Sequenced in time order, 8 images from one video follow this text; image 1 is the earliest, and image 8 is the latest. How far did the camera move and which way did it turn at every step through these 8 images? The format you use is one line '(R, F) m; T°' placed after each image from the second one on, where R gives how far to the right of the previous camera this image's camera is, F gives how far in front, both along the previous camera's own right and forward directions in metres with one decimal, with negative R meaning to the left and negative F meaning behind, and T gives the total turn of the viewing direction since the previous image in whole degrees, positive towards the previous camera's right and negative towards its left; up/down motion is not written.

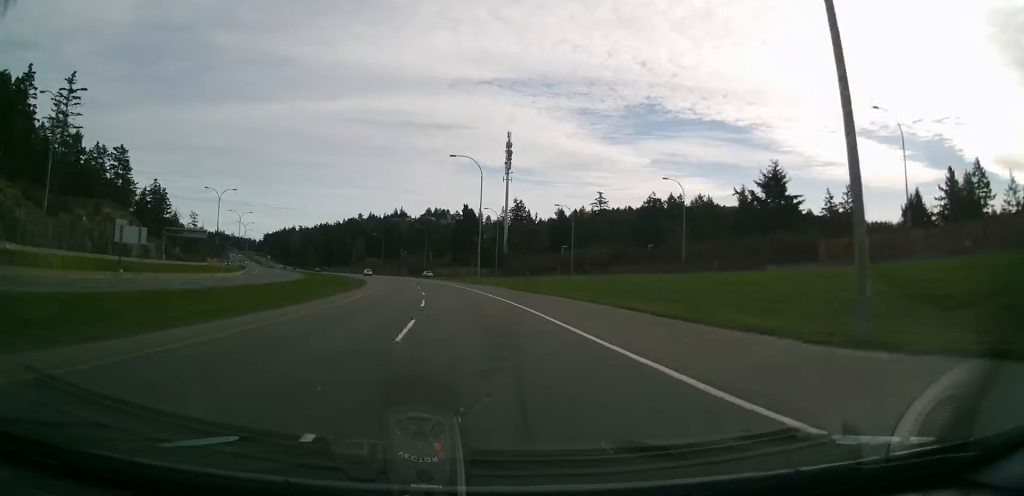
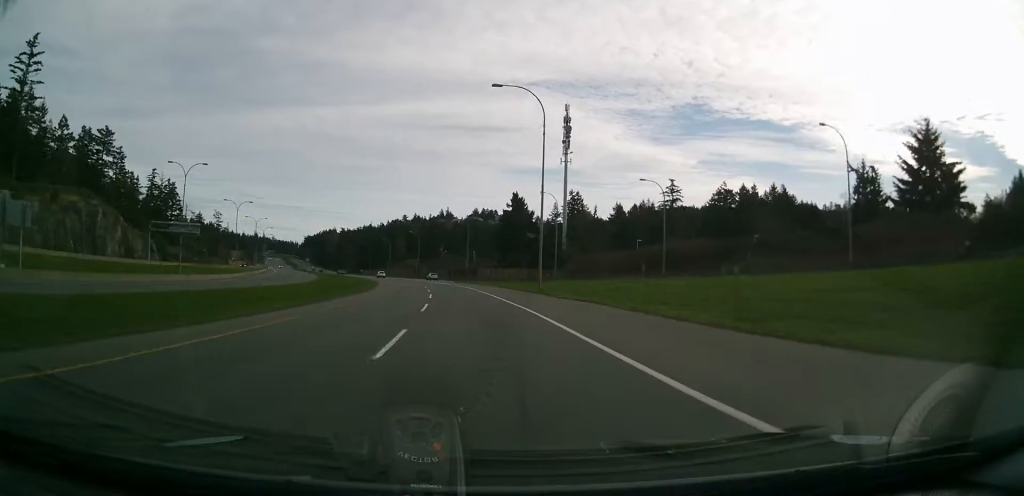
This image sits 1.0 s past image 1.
(-0.9, +28.0) m; -3°
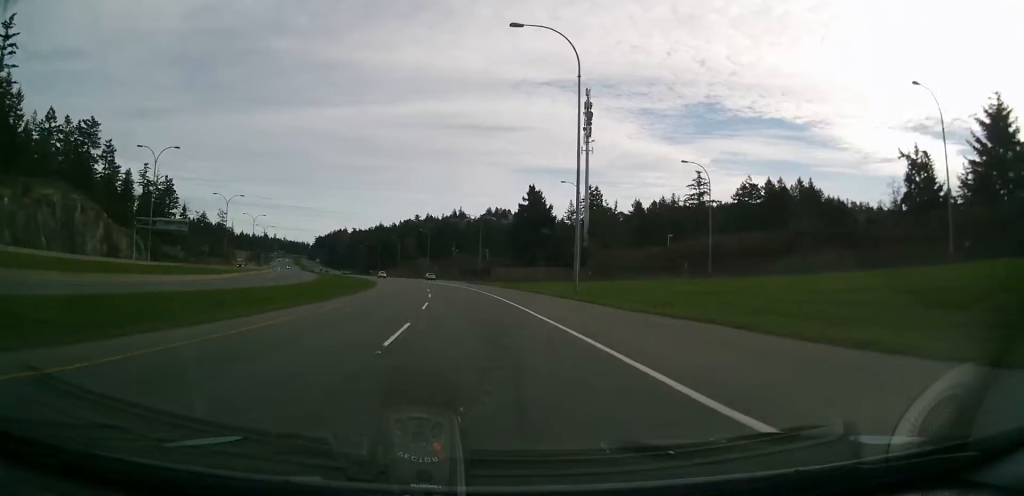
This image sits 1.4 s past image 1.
(-0.3, +11.1) m; -1°
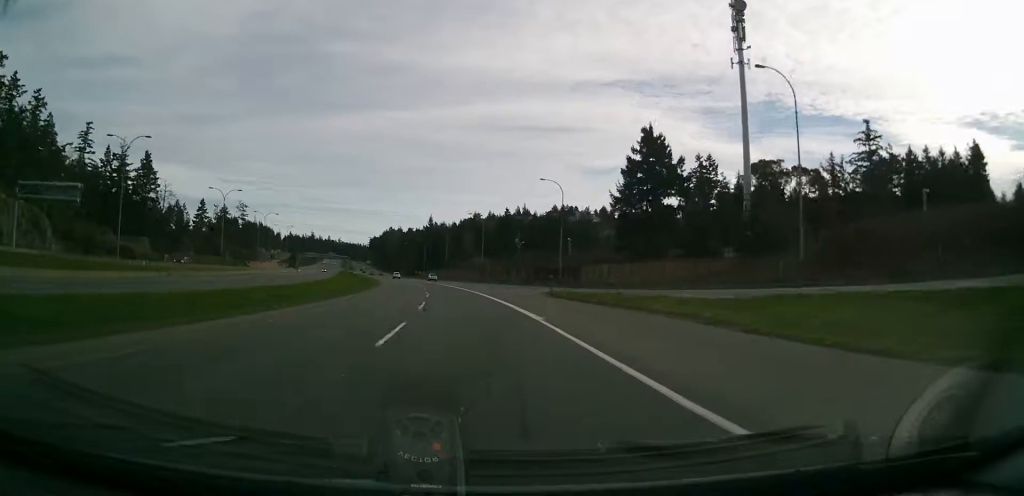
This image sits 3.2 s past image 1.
(-3.0, +50.1) m; -8°
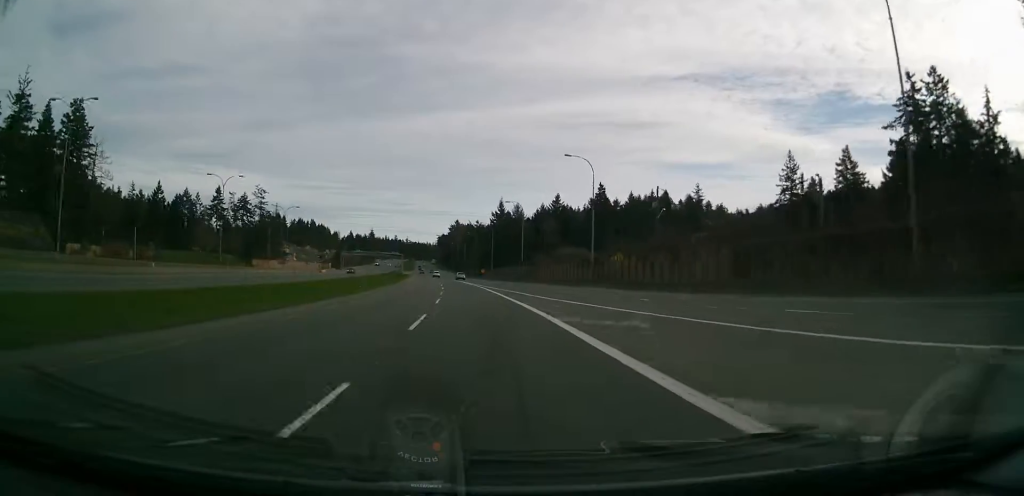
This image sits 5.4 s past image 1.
(-3.7, +59.8) m; -7°
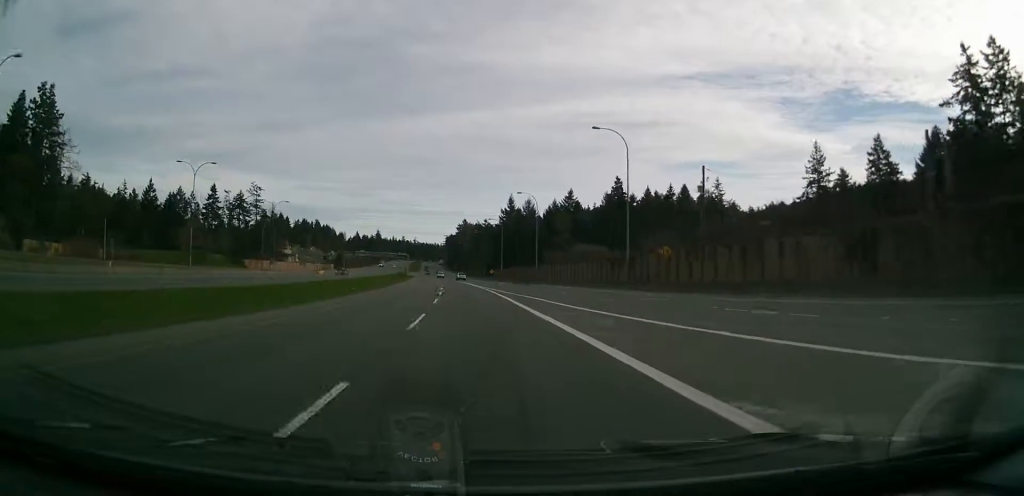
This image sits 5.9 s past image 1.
(-0.3, +12.7) m; -1°
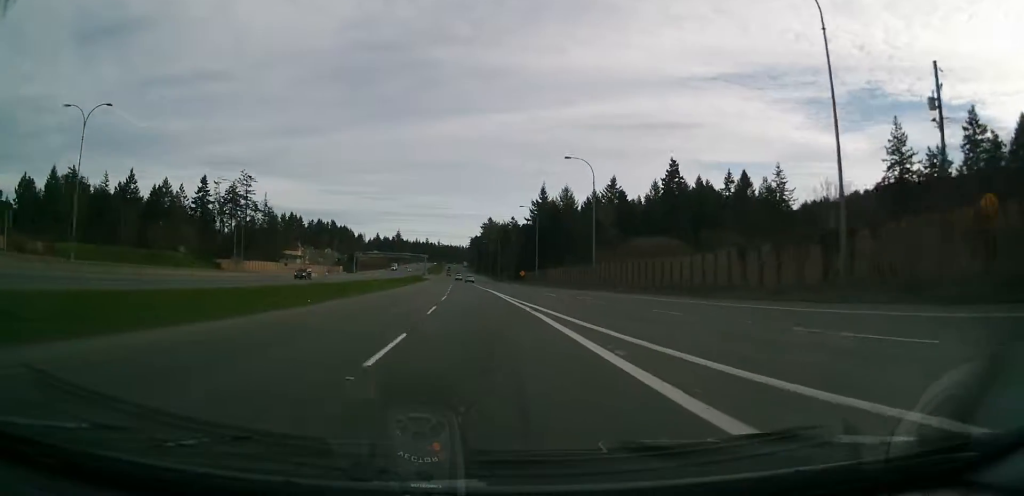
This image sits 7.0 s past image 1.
(-0.7, +30.7) m; -3°
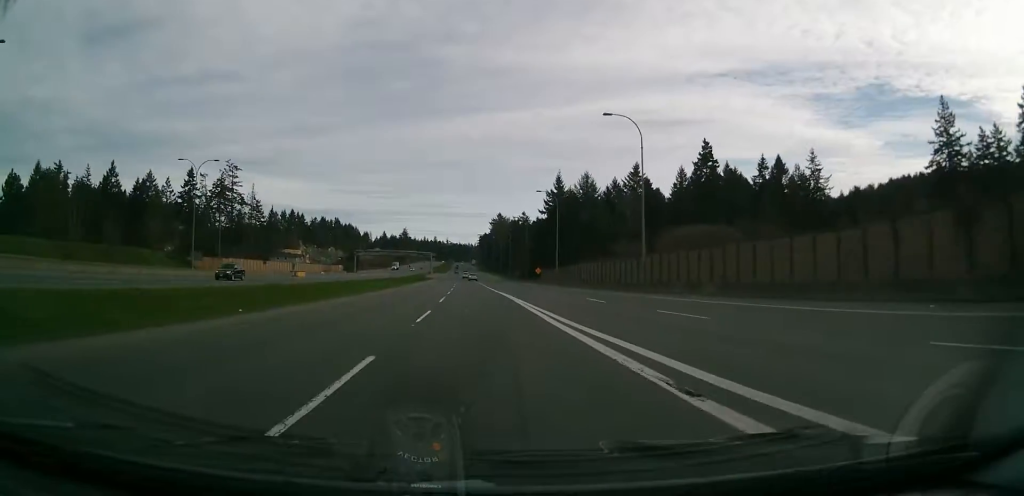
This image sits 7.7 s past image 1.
(+0.1, +17.1) m; -2°
